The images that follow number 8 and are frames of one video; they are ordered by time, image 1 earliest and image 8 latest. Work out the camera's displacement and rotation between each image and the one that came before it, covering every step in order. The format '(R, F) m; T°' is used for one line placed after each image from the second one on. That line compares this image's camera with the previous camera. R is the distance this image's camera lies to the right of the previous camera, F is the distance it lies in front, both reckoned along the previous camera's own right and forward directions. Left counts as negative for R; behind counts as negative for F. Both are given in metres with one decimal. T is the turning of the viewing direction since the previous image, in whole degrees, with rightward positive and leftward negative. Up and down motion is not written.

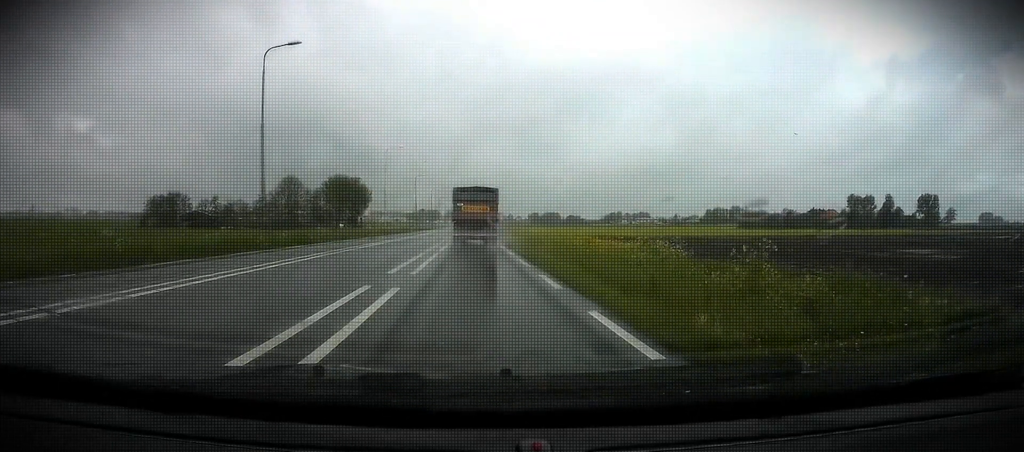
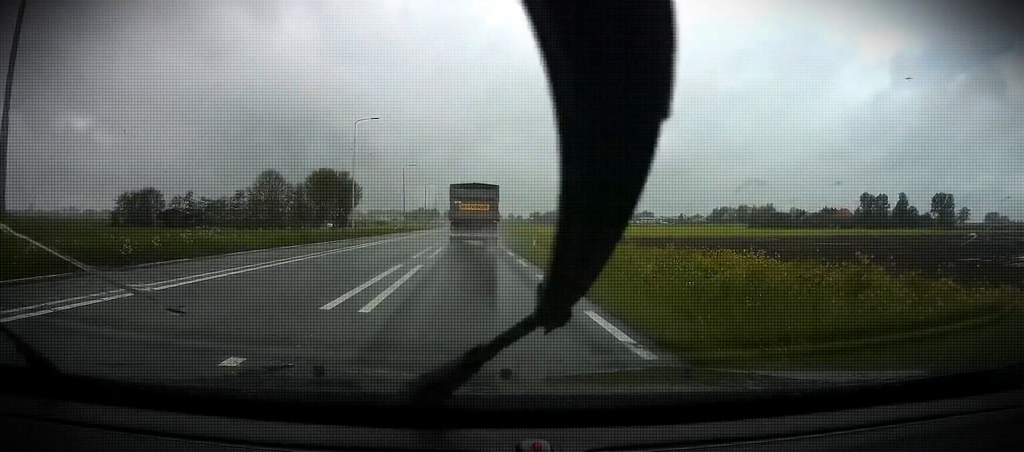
(0.0, +17.9) m; 0°
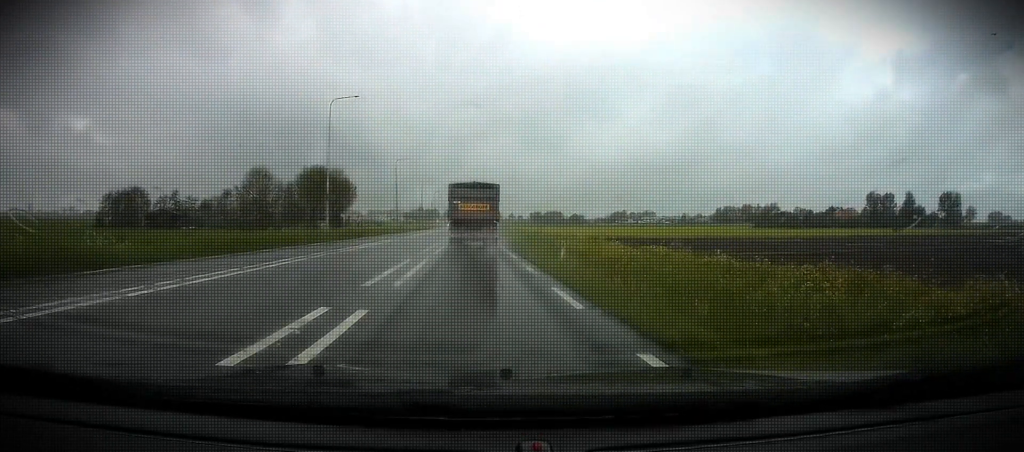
(0.0, +8.9) m; 0°
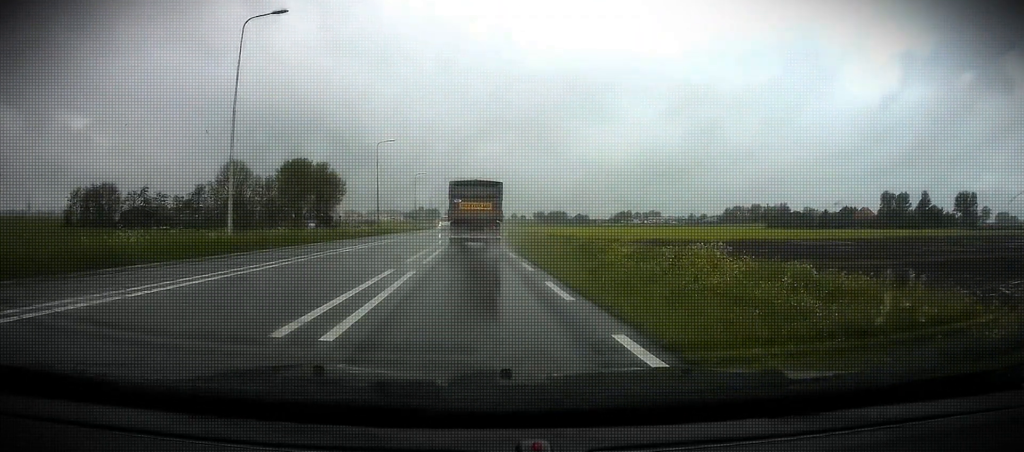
(0.0, +16.6) m; 0°
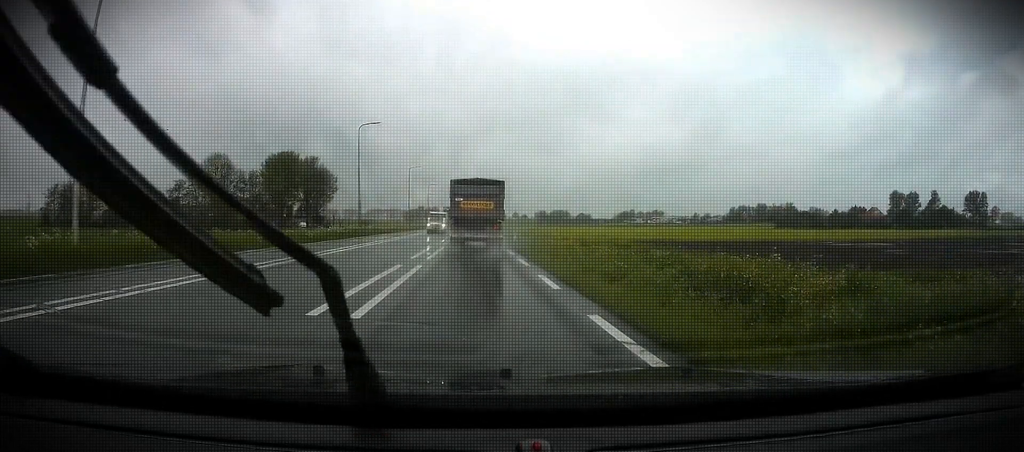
(0.0, +10.9) m; 0°
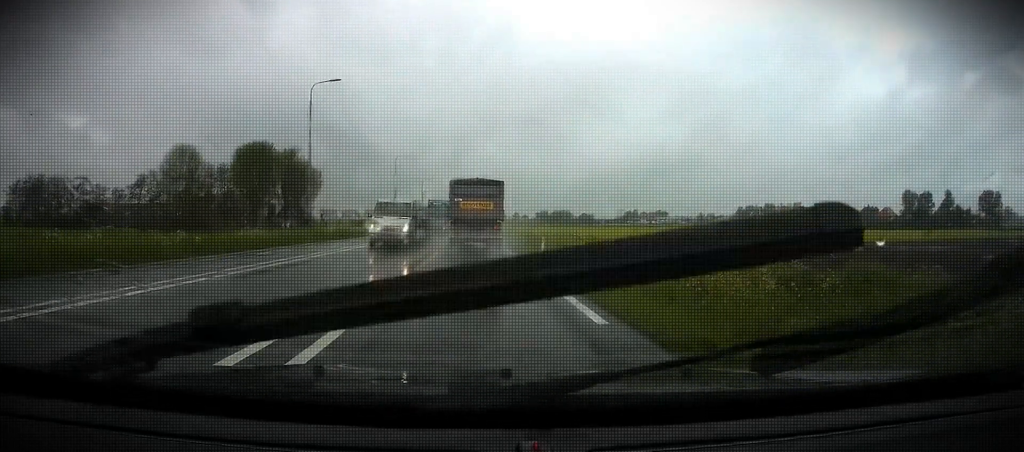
(-0.1, +16.3) m; 0°
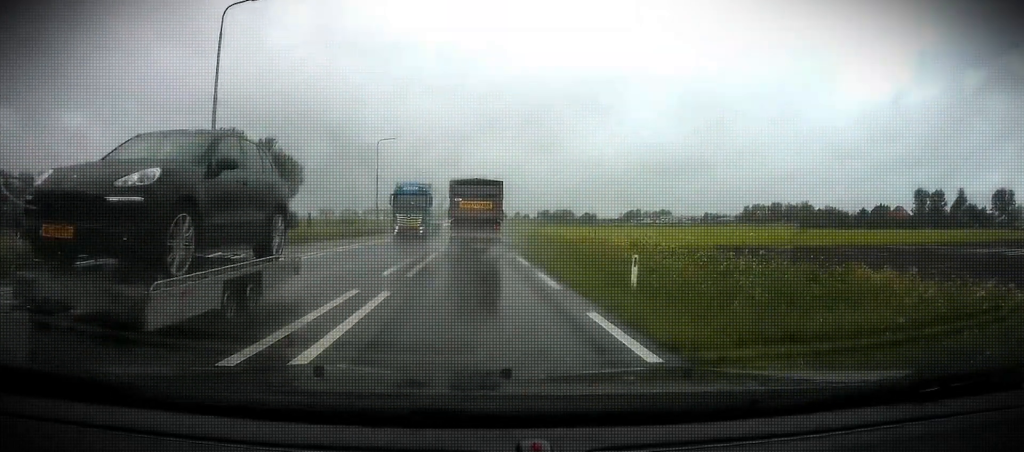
(0.0, +14.7) m; 0°
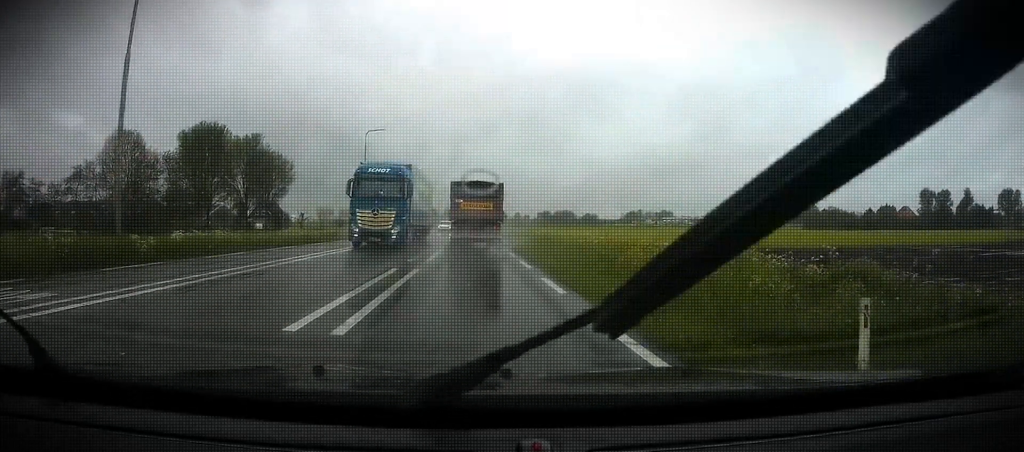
(0.0, +7.0) m; 0°
